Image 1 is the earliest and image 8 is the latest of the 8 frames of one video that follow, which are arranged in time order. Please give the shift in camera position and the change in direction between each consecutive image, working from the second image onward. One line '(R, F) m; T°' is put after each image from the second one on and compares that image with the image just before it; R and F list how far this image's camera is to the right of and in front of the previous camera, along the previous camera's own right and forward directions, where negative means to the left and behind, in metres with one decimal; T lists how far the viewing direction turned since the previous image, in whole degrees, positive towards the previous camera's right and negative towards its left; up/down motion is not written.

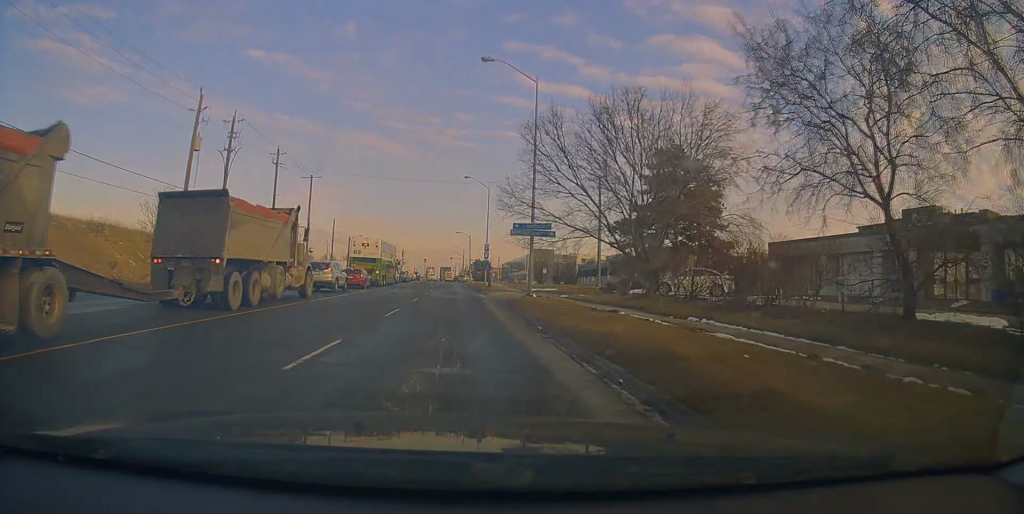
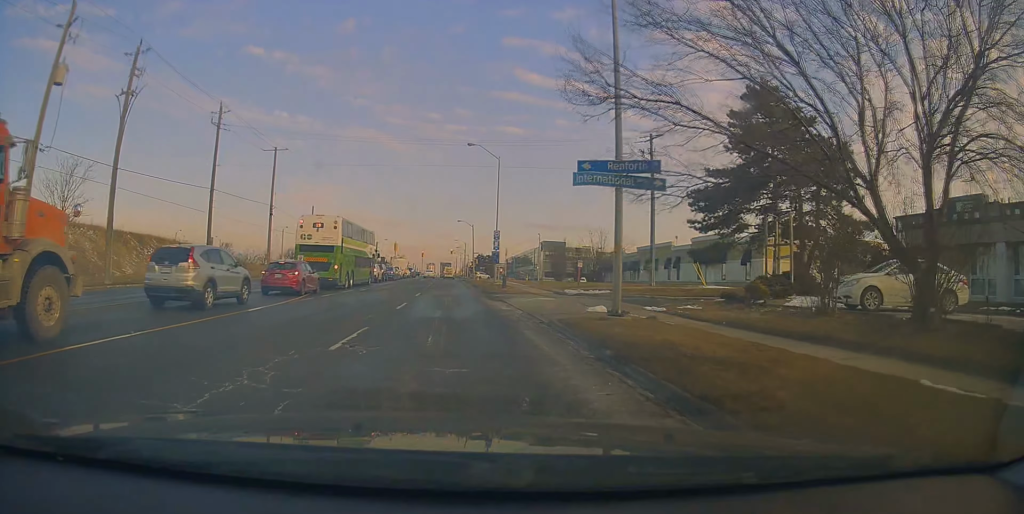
(+0.4, +16.0) m; +1°
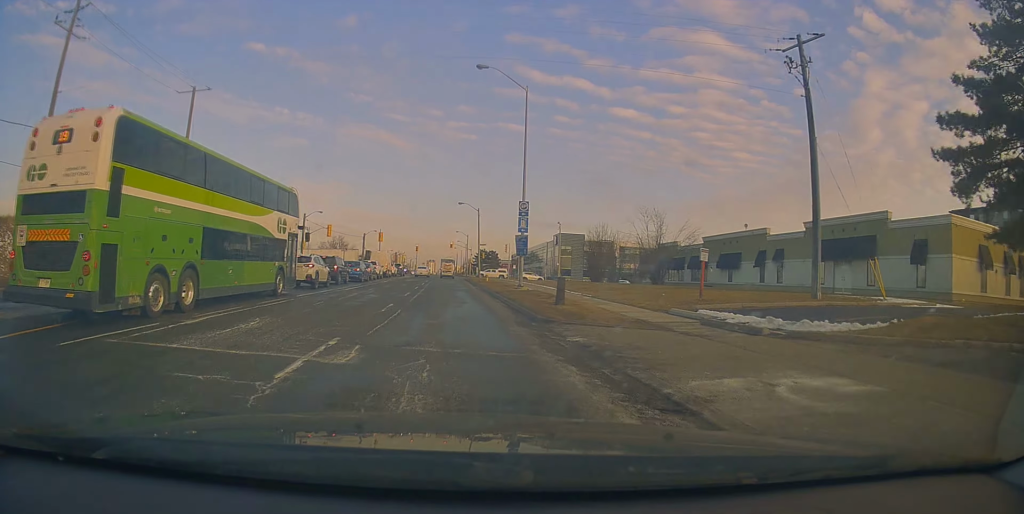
(-0.1, +21.3) m; 0°
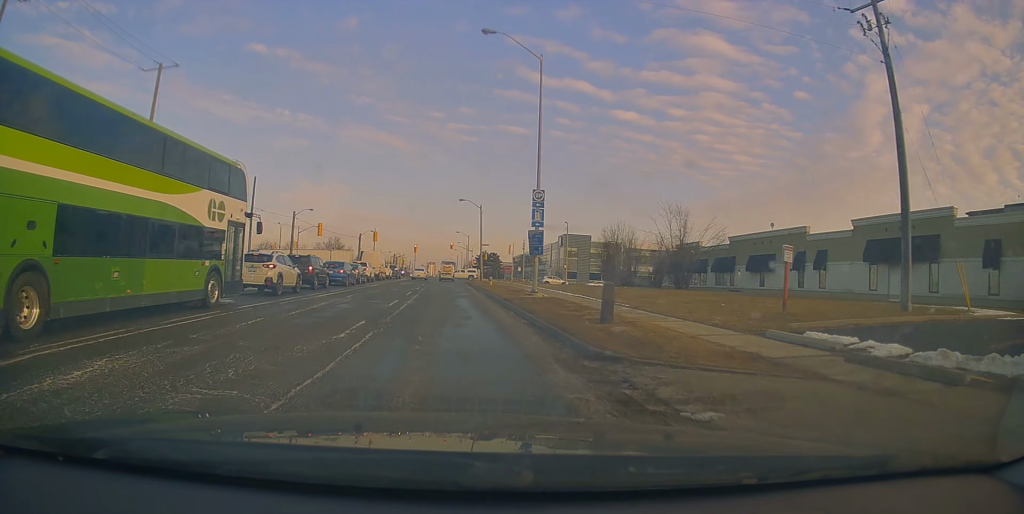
(+0.2, +5.8) m; 0°
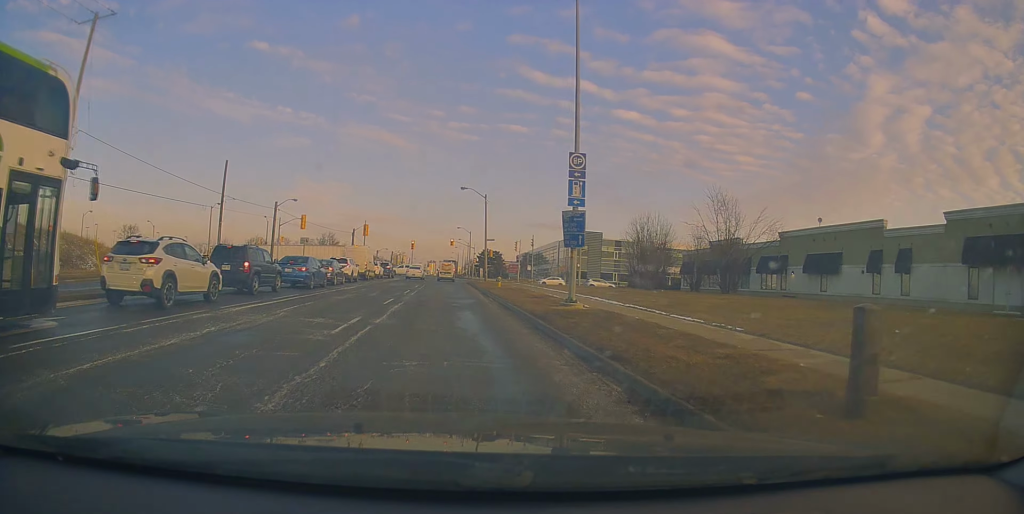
(0.0, +8.7) m; 0°
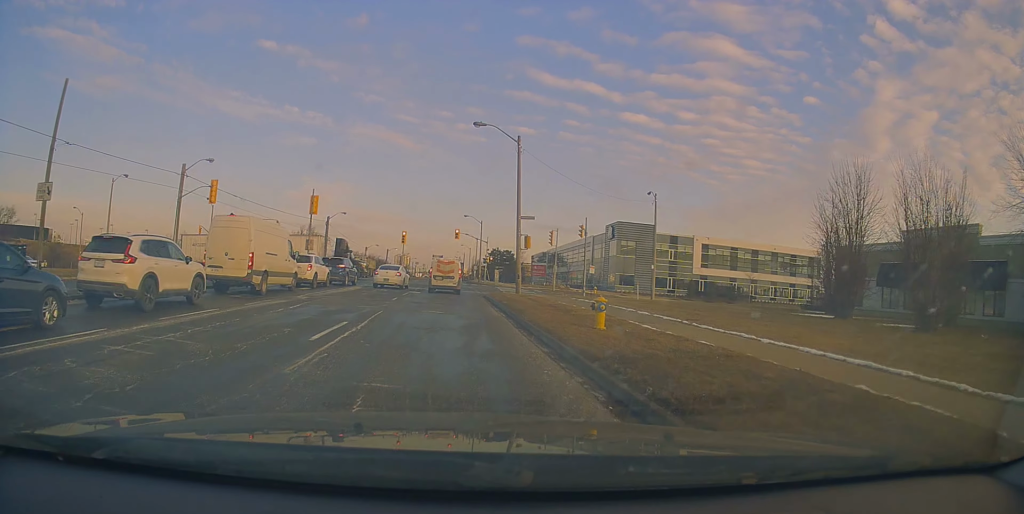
(+0.4, +26.8) m; 0°
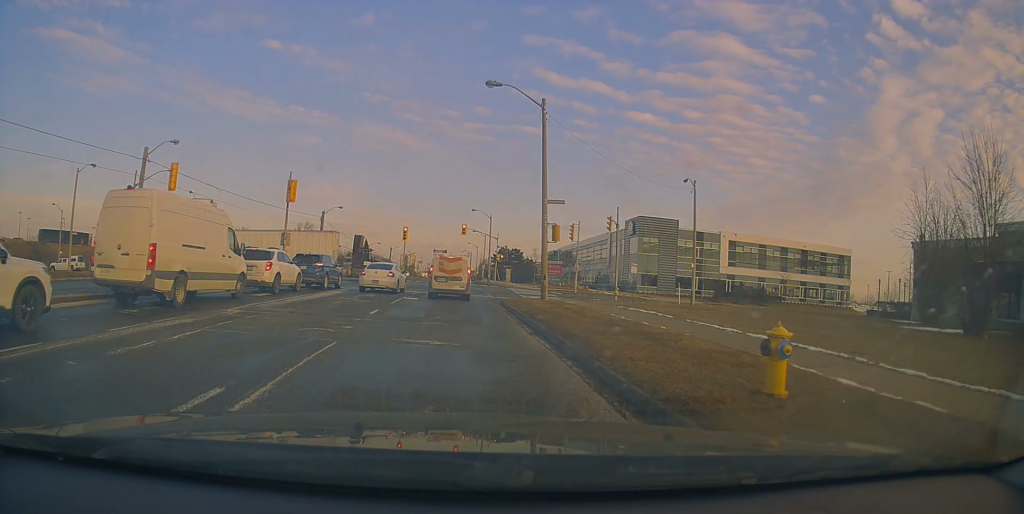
(-0.2, +7.2) m; -1°
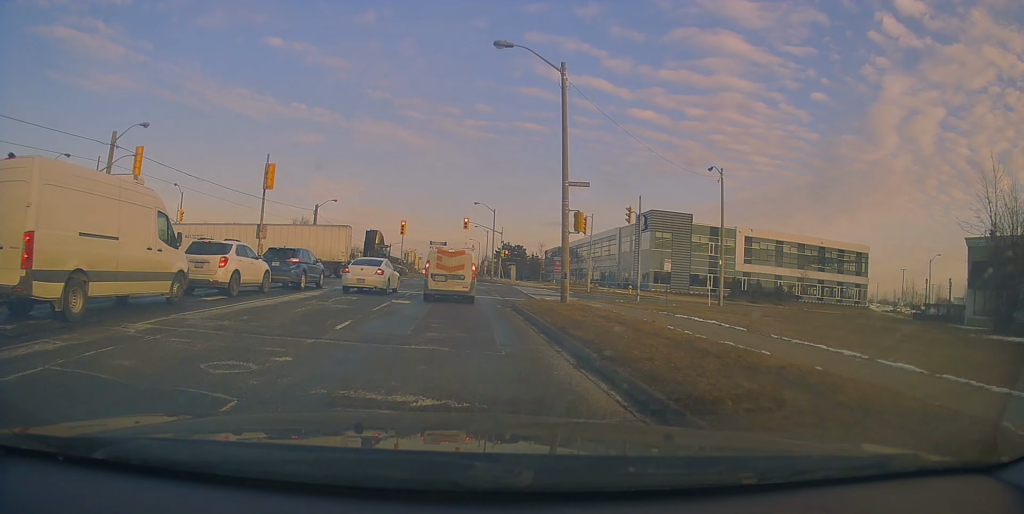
(-0.1, +4.6) m; 0°
